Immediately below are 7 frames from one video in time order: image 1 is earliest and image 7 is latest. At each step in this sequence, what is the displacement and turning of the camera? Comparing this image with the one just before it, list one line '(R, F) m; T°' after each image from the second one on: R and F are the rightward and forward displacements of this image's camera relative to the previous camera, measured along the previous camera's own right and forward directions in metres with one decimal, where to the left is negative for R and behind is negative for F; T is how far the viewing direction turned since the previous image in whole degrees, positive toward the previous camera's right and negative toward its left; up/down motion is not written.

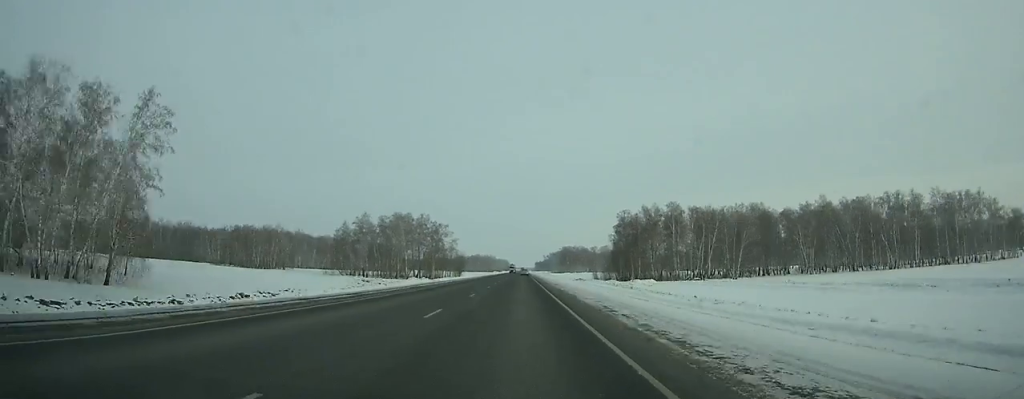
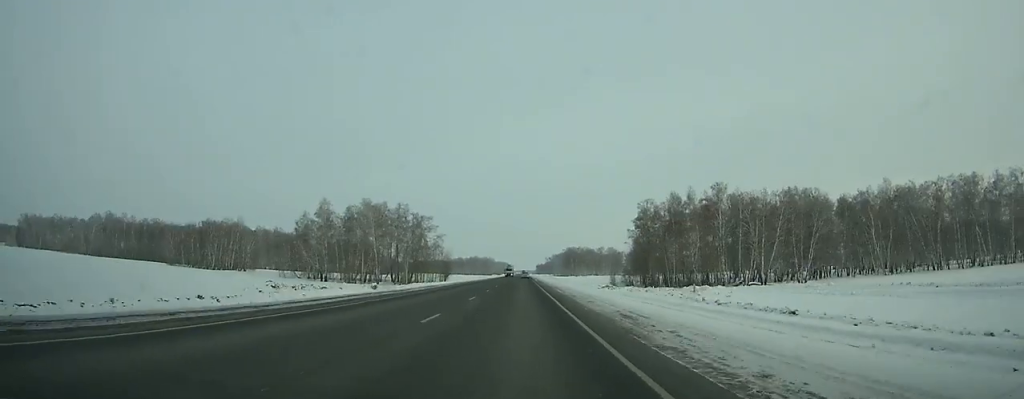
(0.0, +36.6) m; 0°
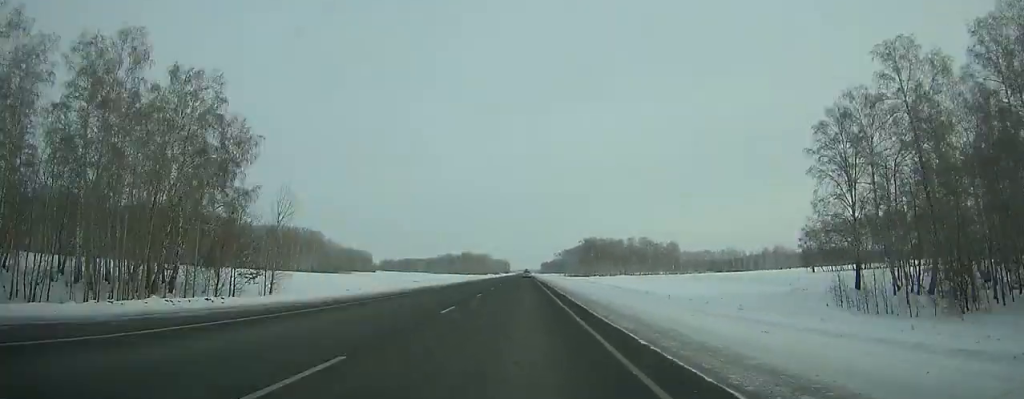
(-0.6, +118.0) m; 0°
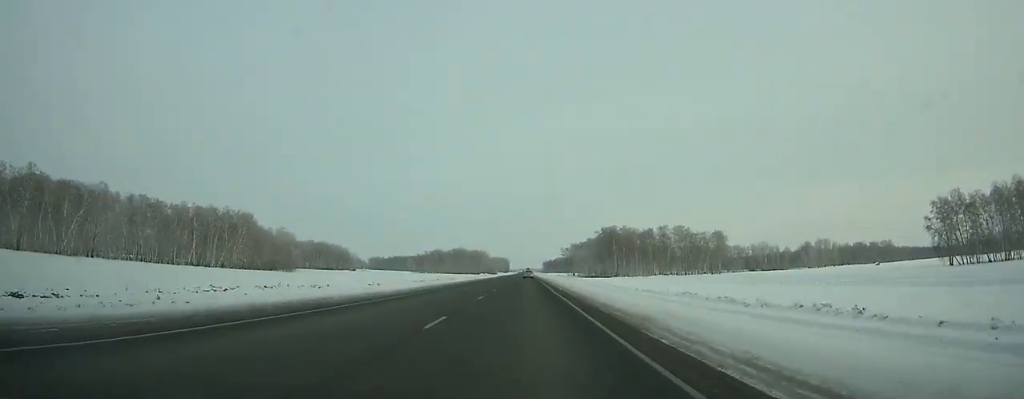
(-0.1, +78.4) m; 0°
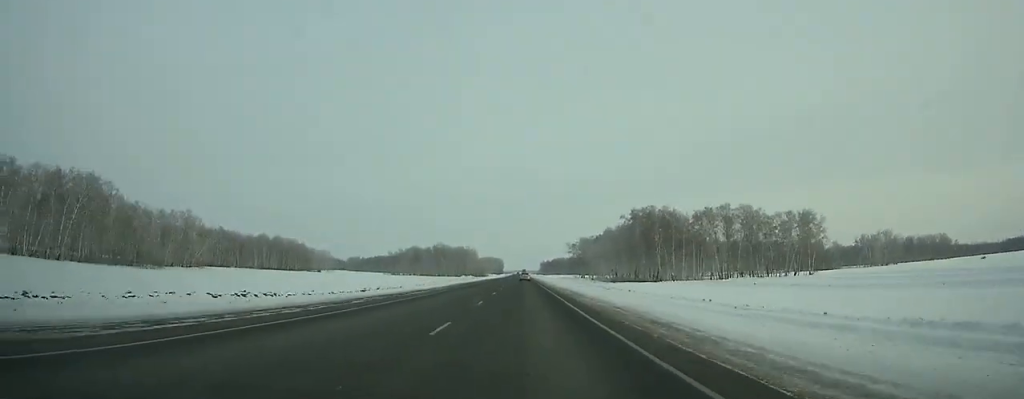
(-0.1, +84.3) m; 0°
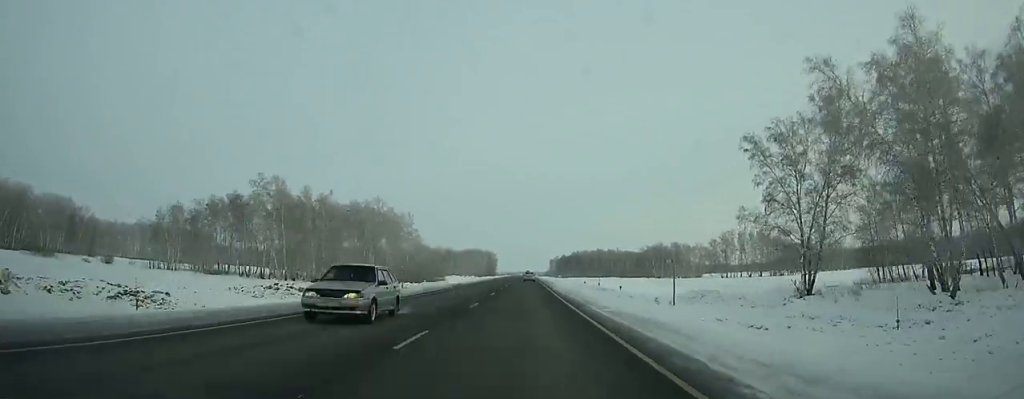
(+0.9, +256.9) m; 0°
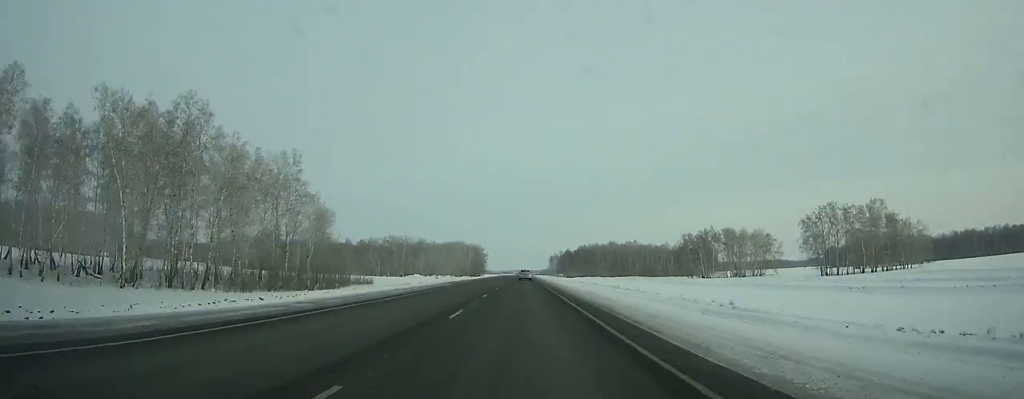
(-0.1, +90.8) m; 0°
